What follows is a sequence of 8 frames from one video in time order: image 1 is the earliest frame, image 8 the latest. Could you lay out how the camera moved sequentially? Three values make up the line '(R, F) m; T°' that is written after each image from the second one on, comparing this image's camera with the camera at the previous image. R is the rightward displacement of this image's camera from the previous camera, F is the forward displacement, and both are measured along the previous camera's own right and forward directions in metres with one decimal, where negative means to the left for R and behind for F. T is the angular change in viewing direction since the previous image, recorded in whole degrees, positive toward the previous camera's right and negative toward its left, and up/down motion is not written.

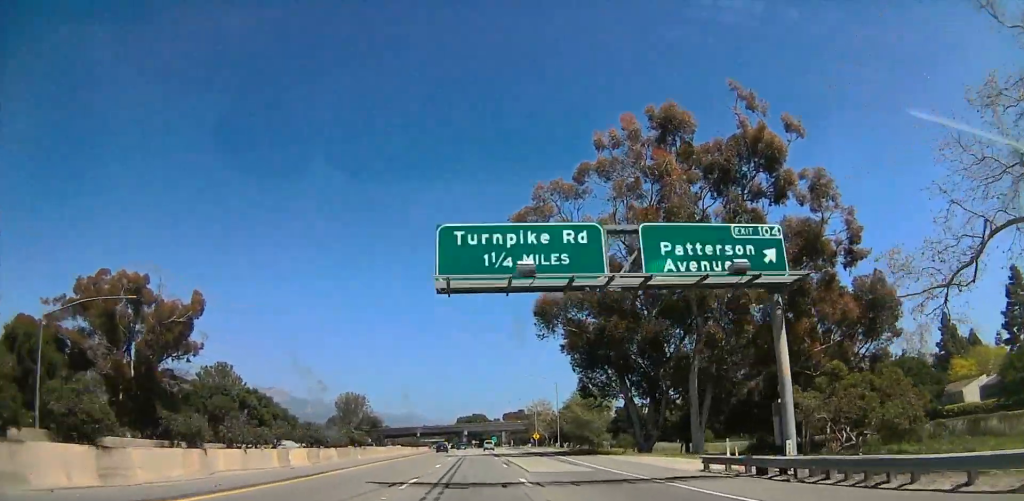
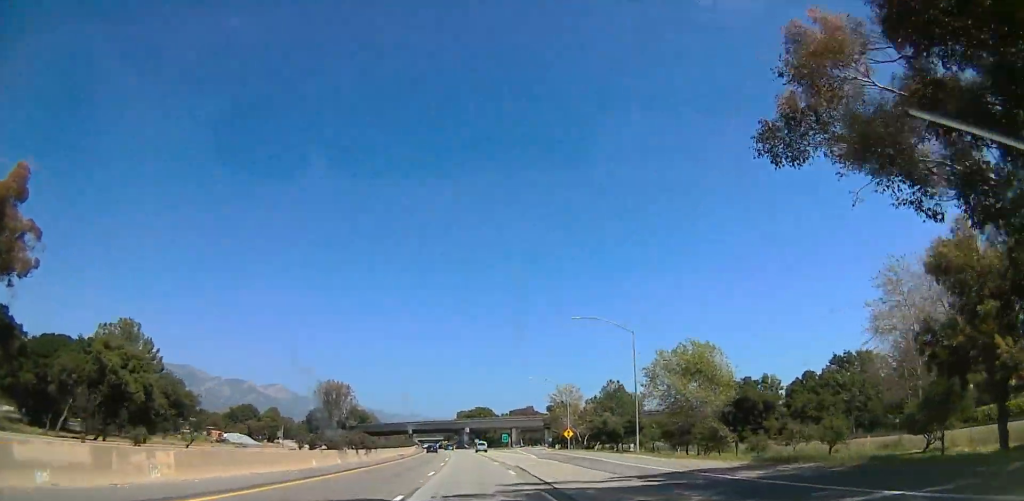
(-0.8, +55.9) m; -2°
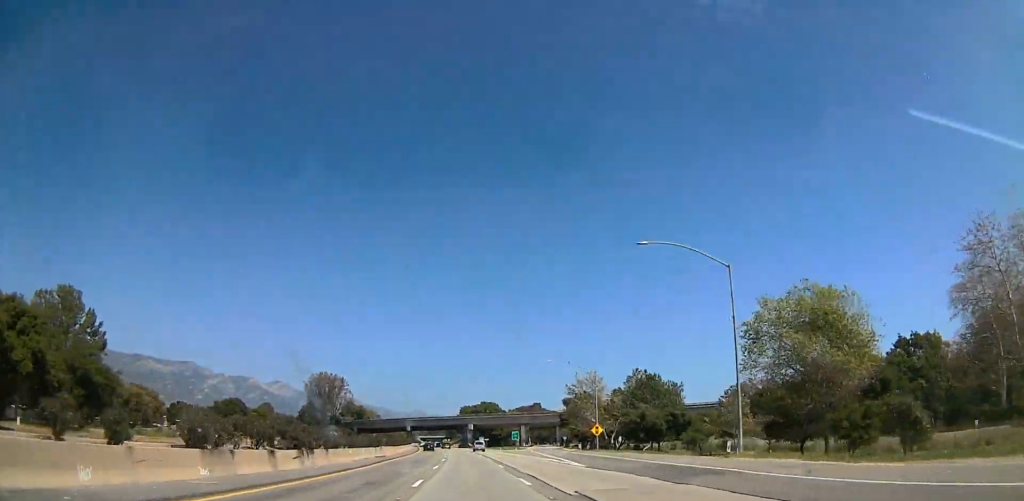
(-0.4, +23.9) m; 0°
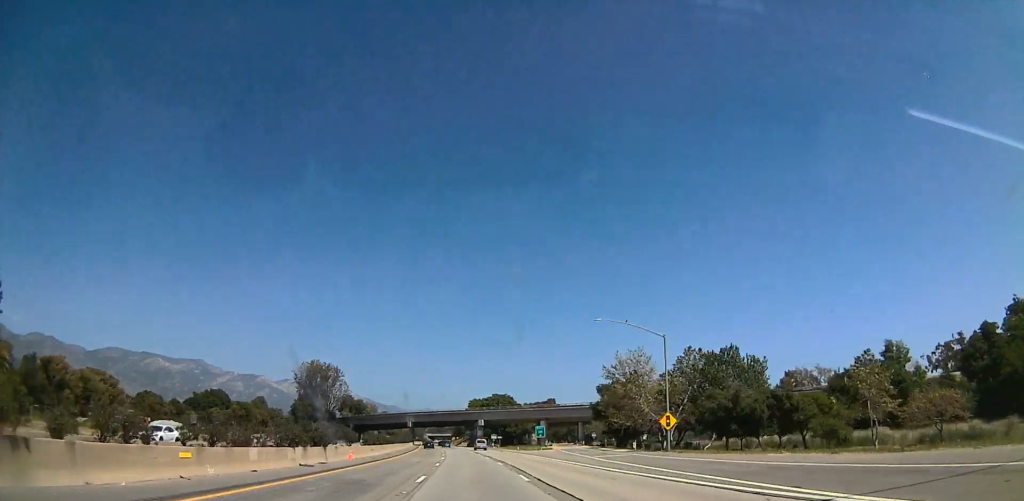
(+0.3, +26.3) m; +1°
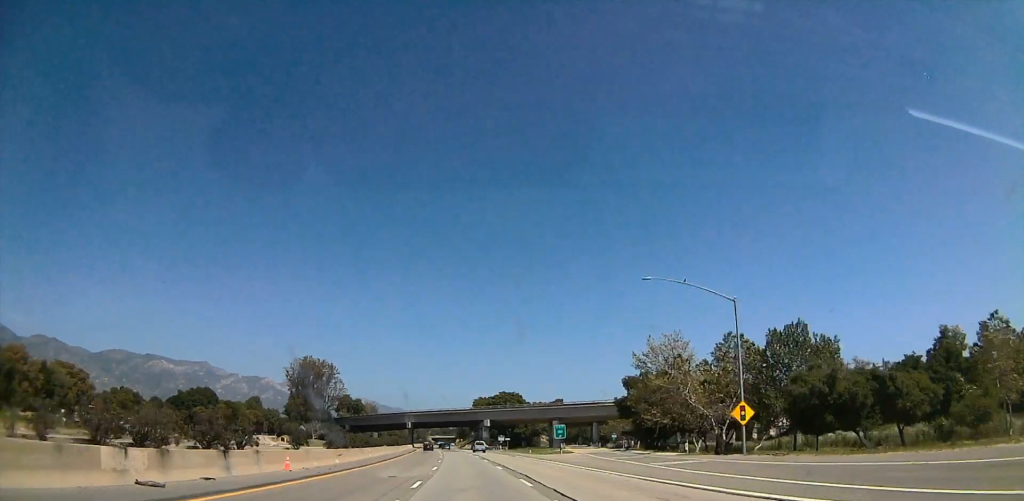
(+0.2, +13.8) m; 0°
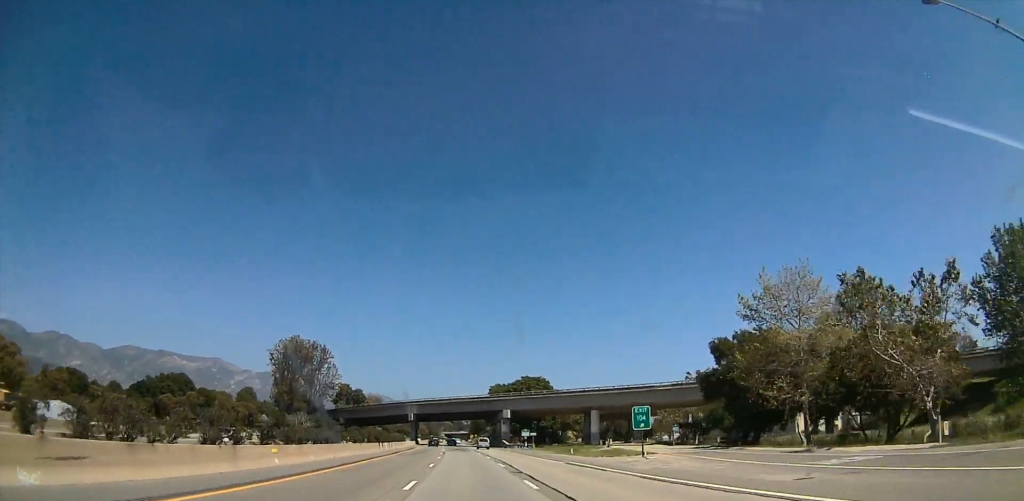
(-0.1, +27.6) m; -1°
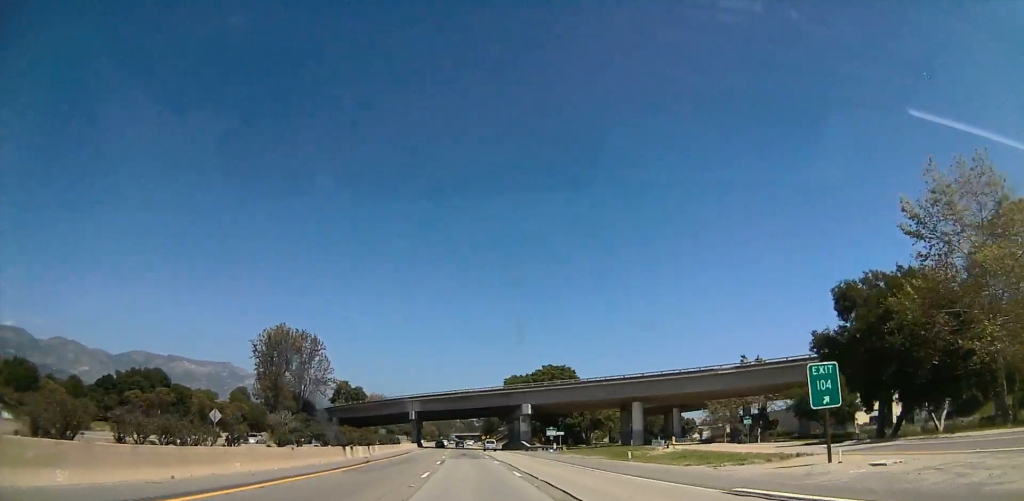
(-0.1, +20.8) m; 0°
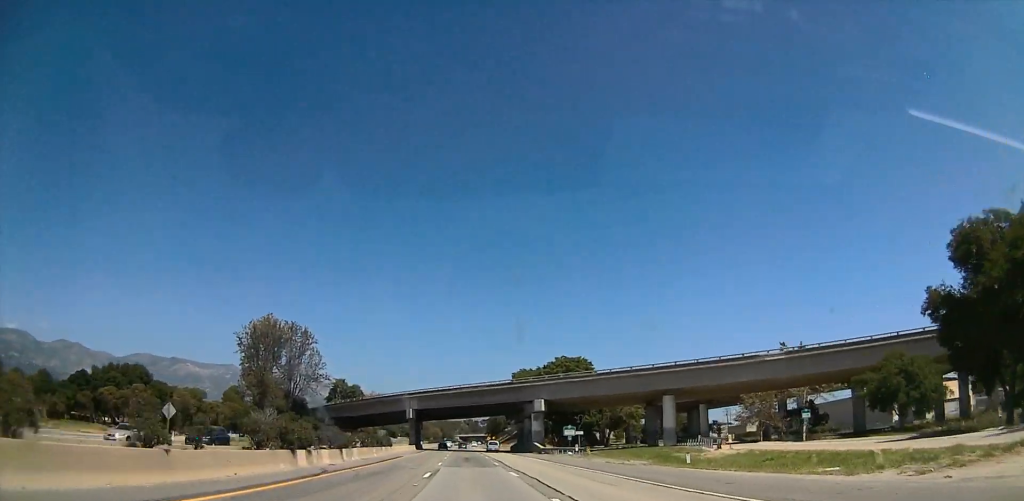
(0.0, +12.3) m; 0°
